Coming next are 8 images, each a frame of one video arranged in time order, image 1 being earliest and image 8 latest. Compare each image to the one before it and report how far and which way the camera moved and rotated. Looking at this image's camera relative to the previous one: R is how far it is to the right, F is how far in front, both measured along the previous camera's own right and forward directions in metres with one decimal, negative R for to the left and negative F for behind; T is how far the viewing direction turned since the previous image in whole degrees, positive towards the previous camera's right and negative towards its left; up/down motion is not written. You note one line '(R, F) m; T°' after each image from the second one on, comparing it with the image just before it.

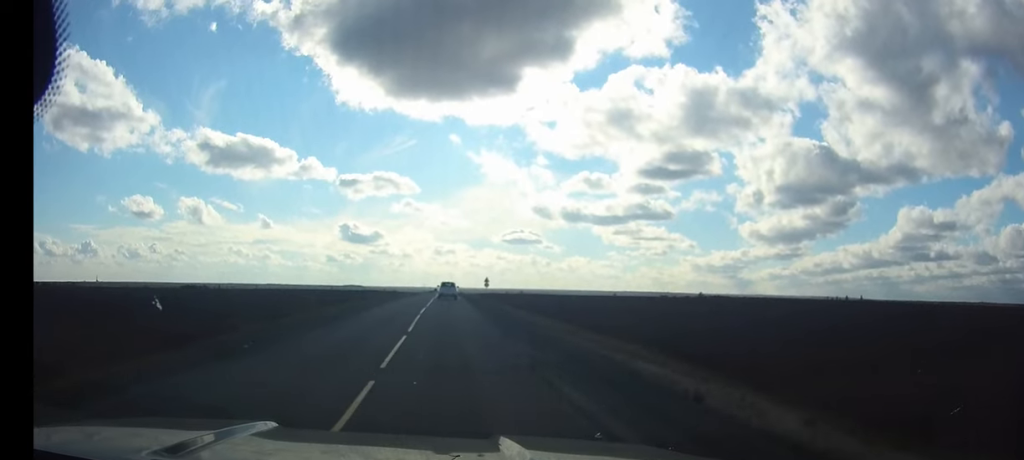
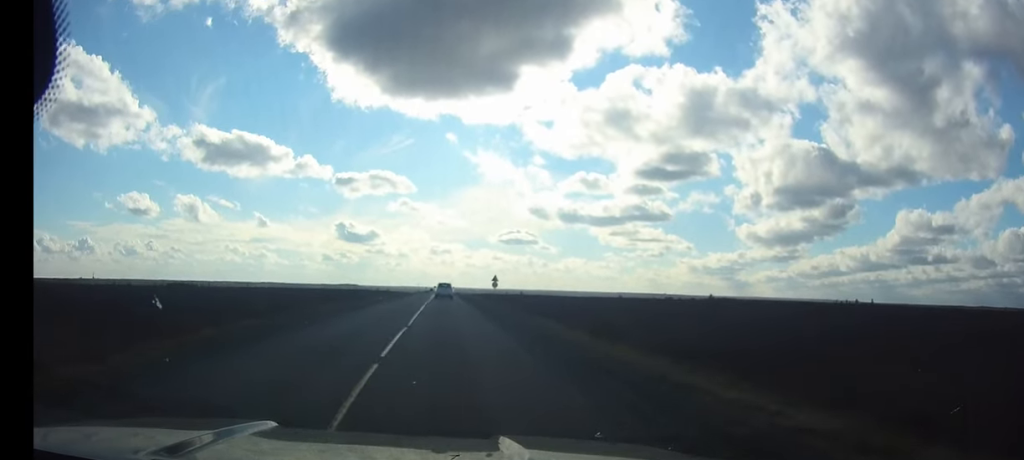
(0.0, +17.5) m; 0°
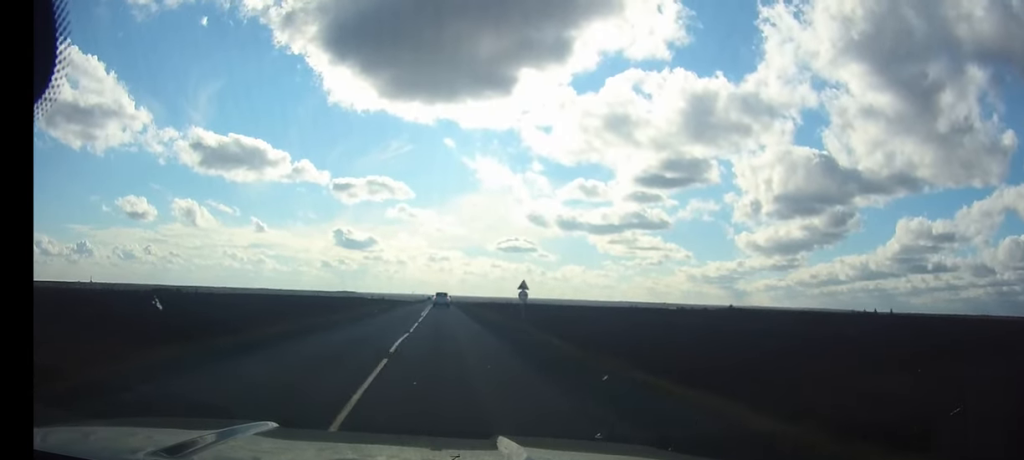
(0.0, +23.9) m; 0°
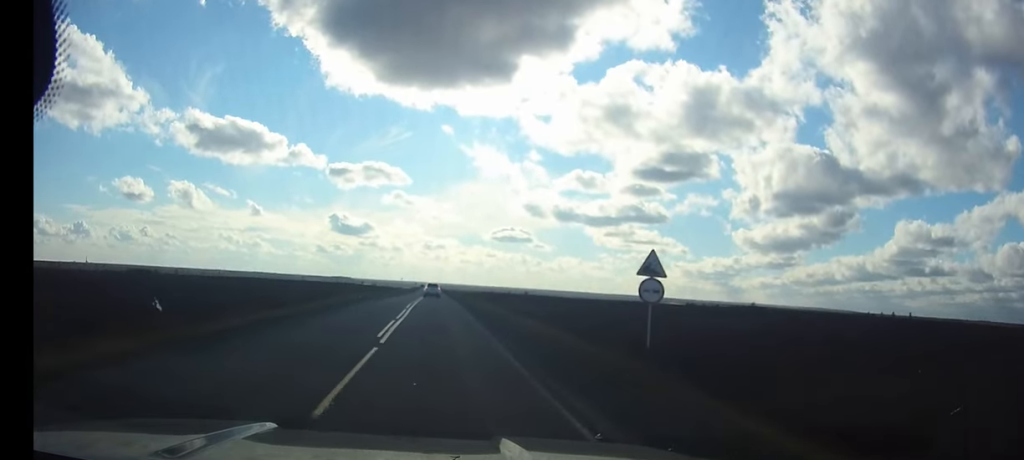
(0.0, +25.6) m; 0°
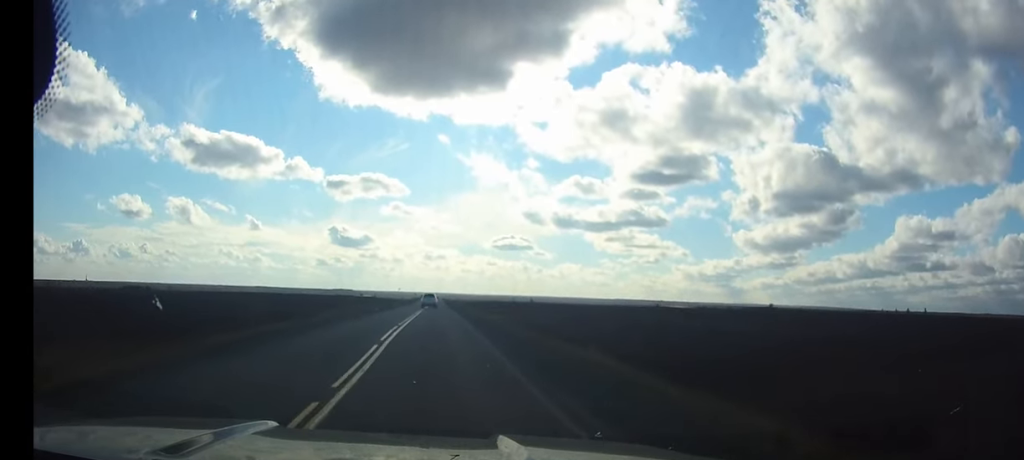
(0.0, +12.8) m; 0°
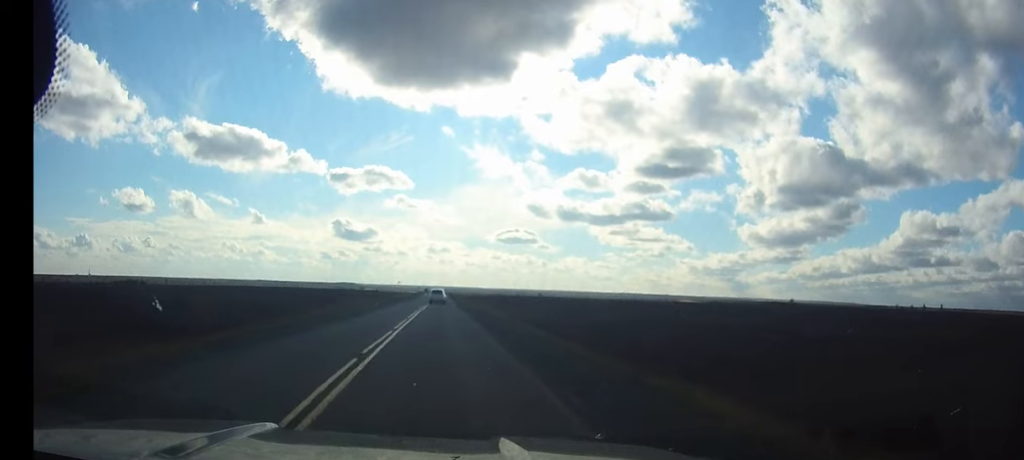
(0.0, +12.1) m; 0°
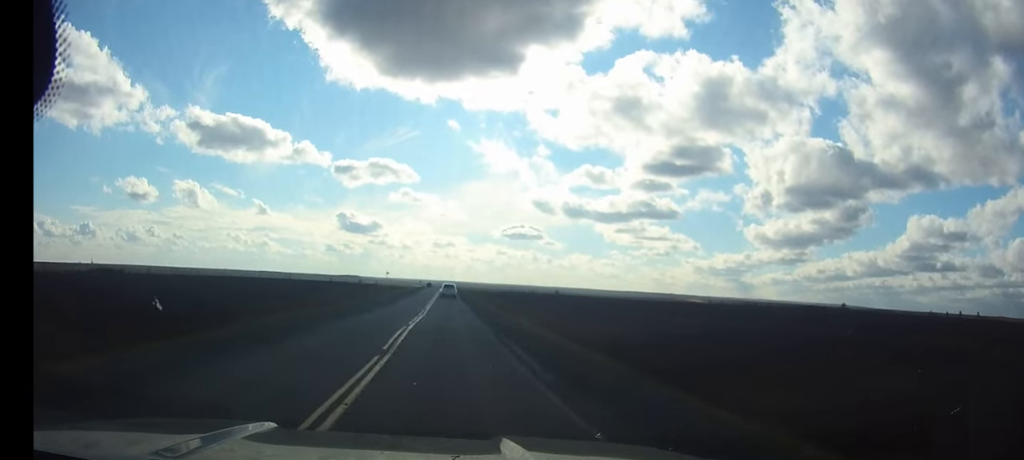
(0.0, +30.6) m; 0°
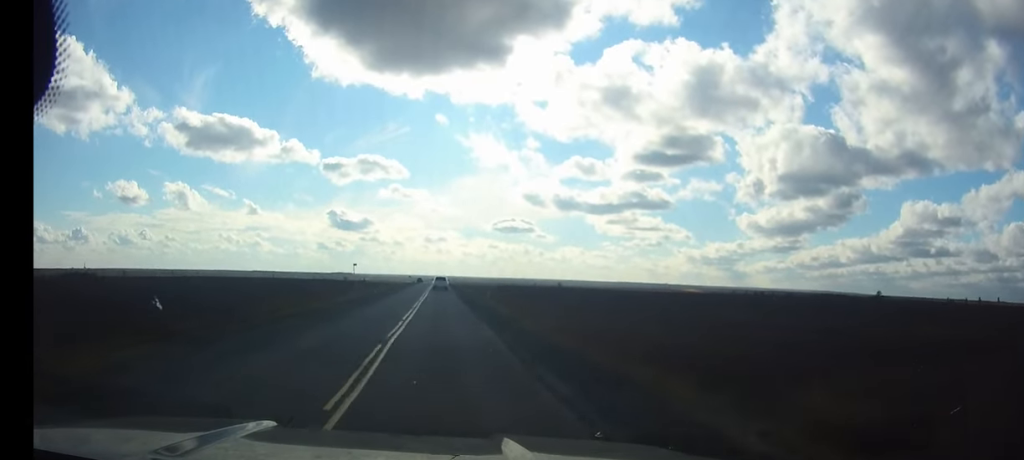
(0.0, +22.4) m; 0°
